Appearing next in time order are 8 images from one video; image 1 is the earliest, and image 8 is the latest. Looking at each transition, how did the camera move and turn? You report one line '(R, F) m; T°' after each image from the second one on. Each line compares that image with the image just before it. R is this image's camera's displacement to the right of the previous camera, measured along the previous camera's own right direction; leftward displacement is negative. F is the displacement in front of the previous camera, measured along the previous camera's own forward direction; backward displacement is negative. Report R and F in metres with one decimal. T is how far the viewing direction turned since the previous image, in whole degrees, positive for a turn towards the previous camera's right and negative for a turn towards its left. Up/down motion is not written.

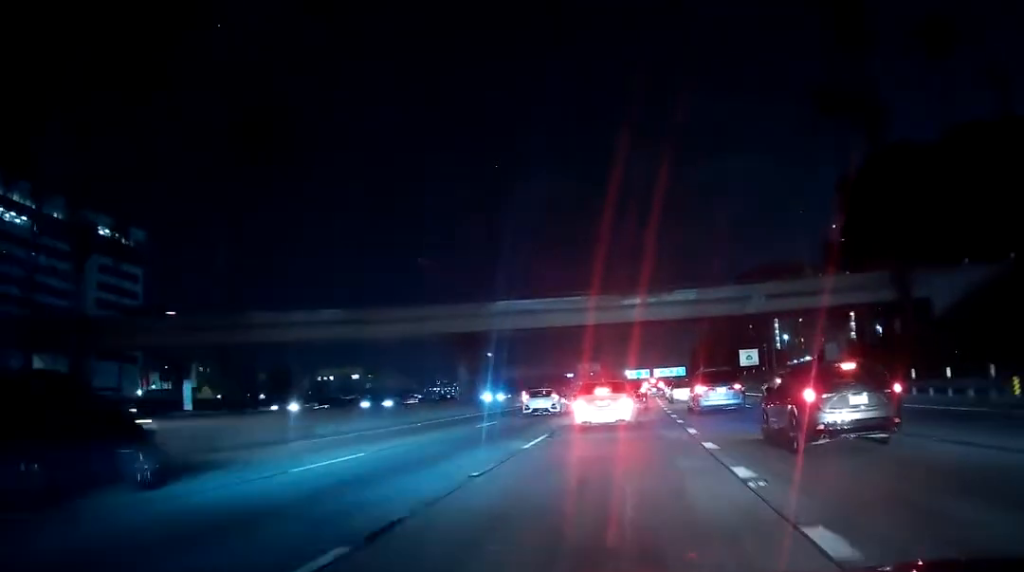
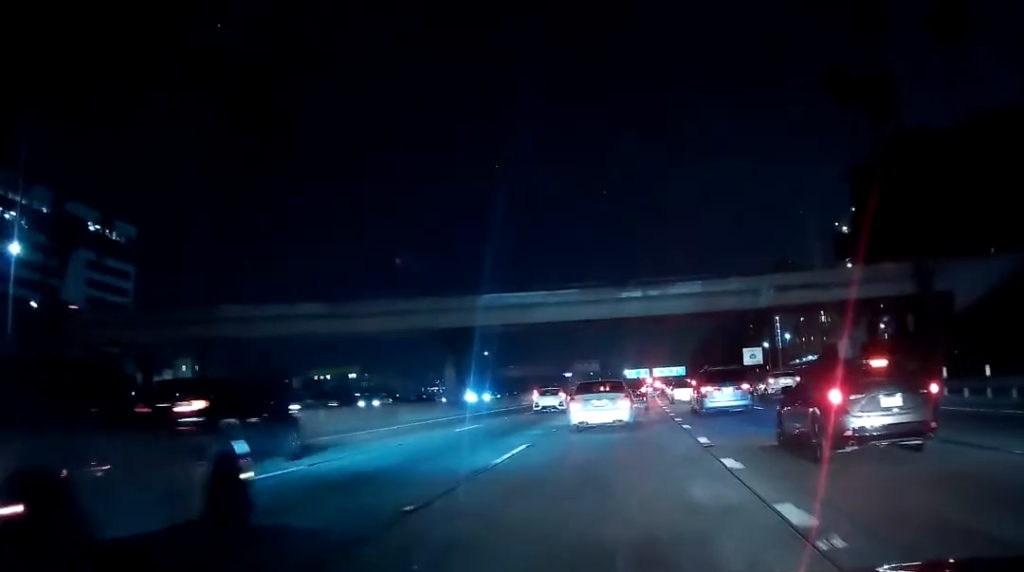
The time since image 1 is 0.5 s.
(0.0, +3.0) m; -2°
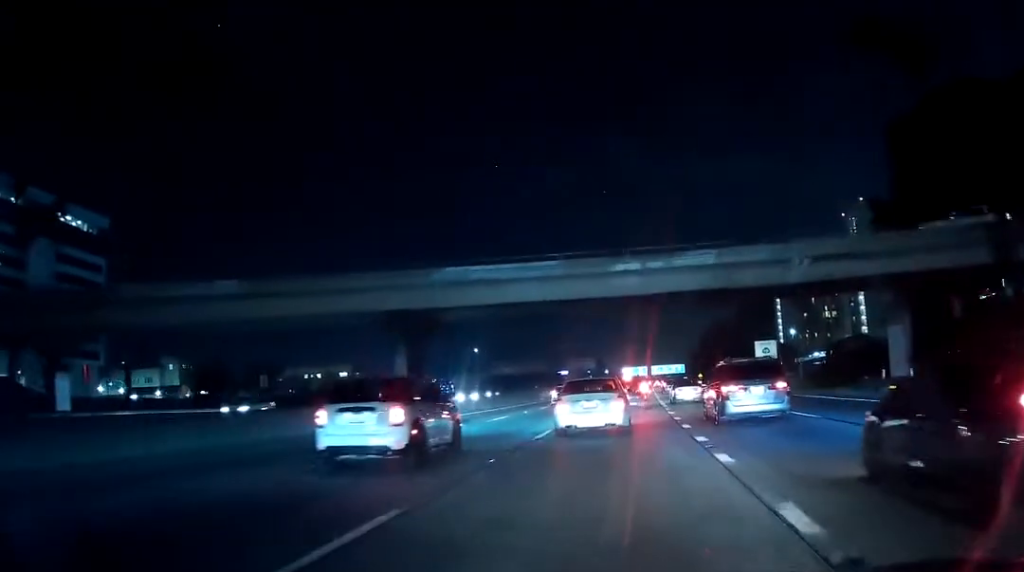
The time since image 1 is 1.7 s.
(-0.5, +7.9) m; -4°
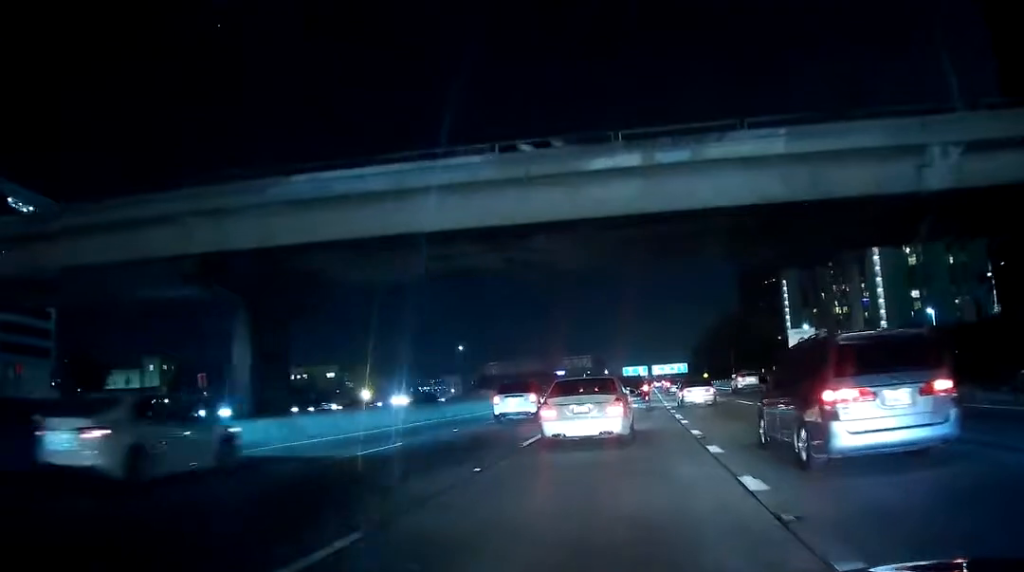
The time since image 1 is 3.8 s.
(+0.3, +14.8) m; +2°
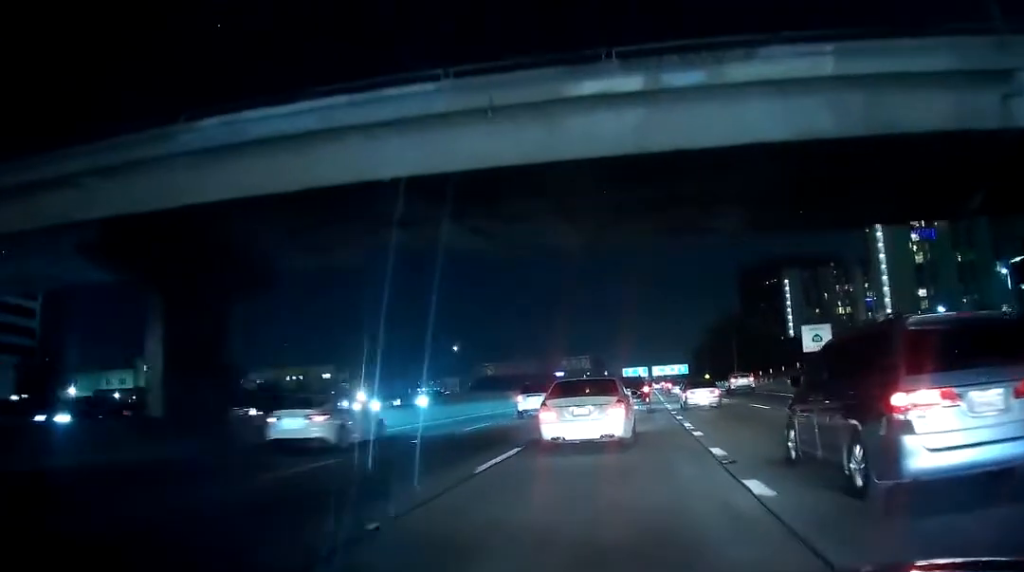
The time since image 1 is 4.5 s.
(0.0, +4.5) m; 0°
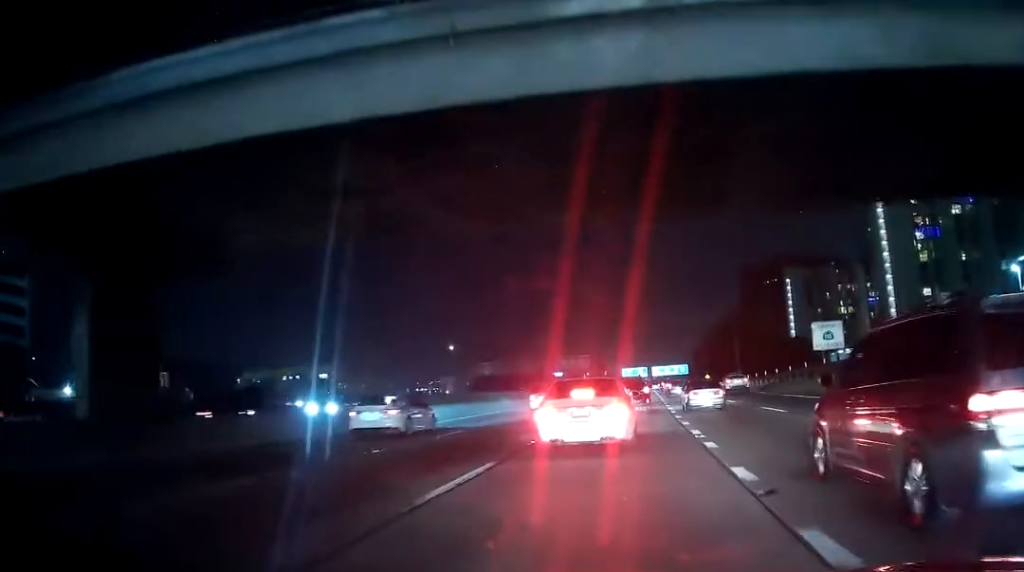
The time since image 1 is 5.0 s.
(0.0, +2.7) m; 0°
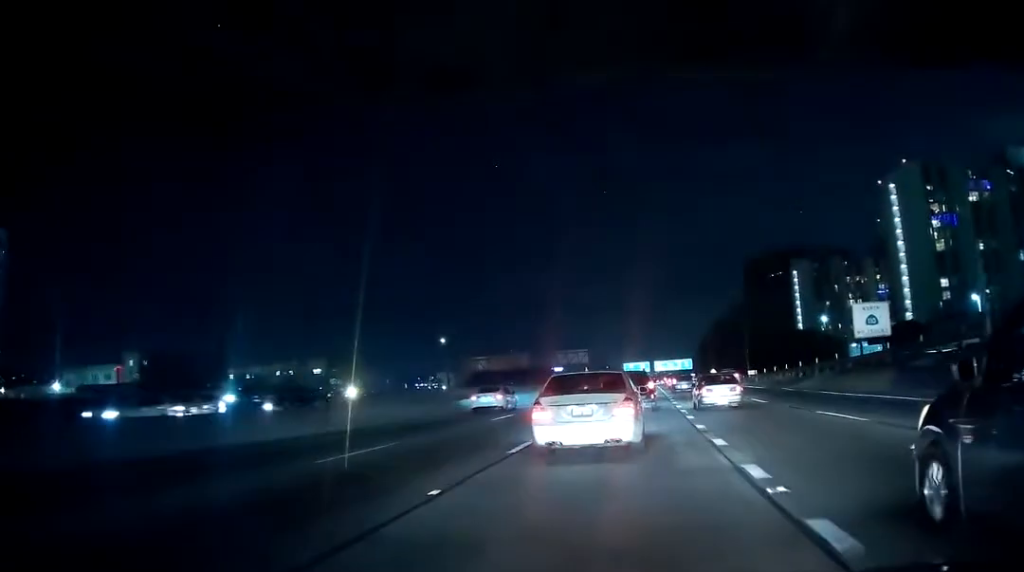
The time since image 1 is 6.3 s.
(0.0, +7.5) m; +1°
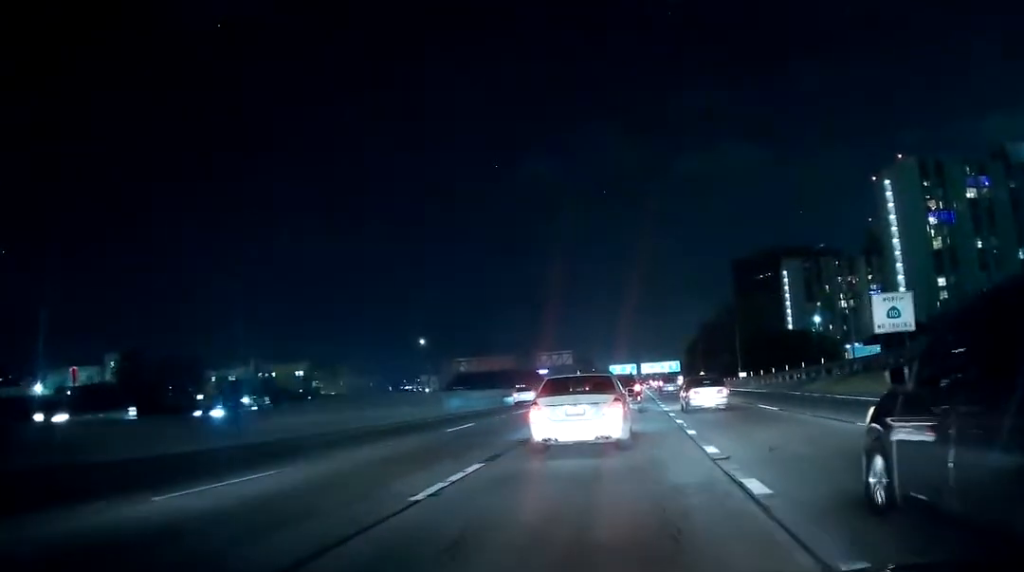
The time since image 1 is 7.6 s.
(0.0, +5.5) m; -1°
